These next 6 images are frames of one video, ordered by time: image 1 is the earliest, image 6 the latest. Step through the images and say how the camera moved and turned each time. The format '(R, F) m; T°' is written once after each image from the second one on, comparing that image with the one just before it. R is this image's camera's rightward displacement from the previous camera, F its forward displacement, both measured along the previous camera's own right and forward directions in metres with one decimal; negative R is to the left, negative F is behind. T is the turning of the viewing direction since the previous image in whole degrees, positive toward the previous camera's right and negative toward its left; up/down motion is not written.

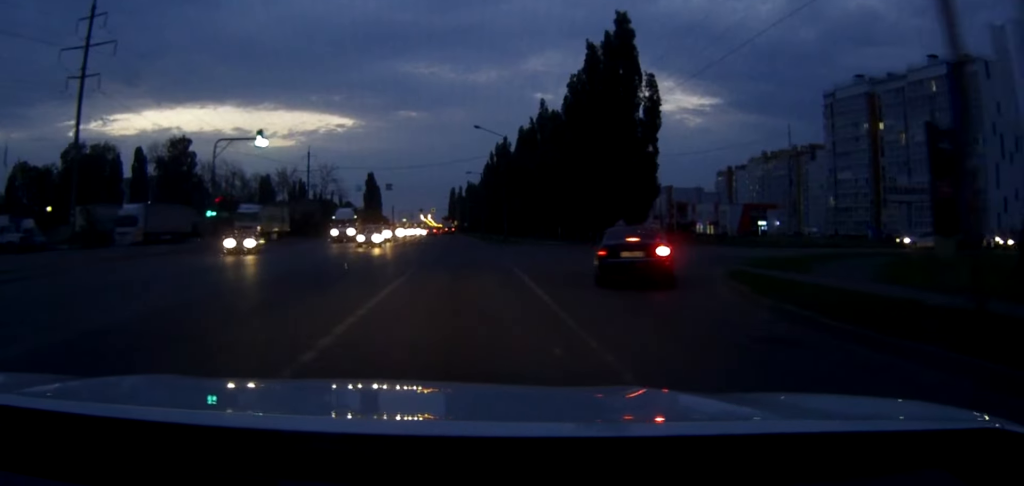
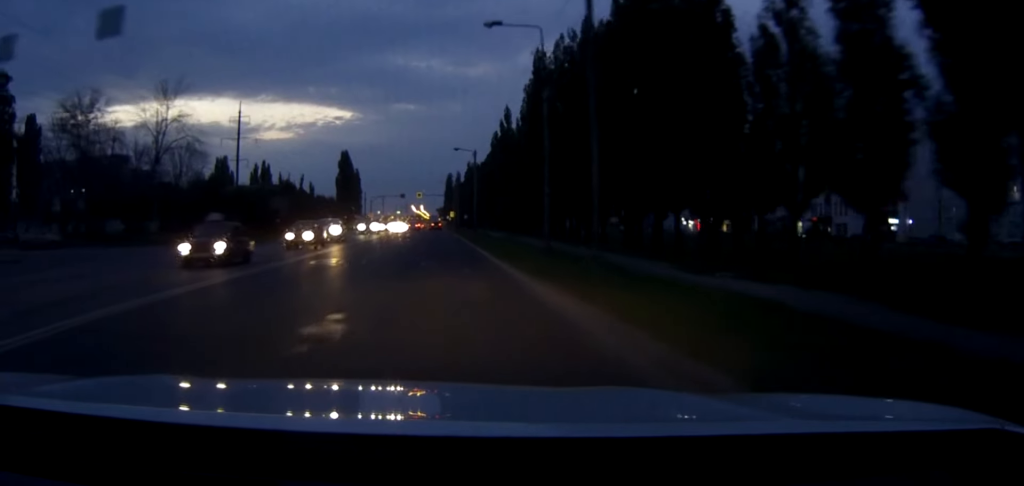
(-0.1, +64.4) m; -1°
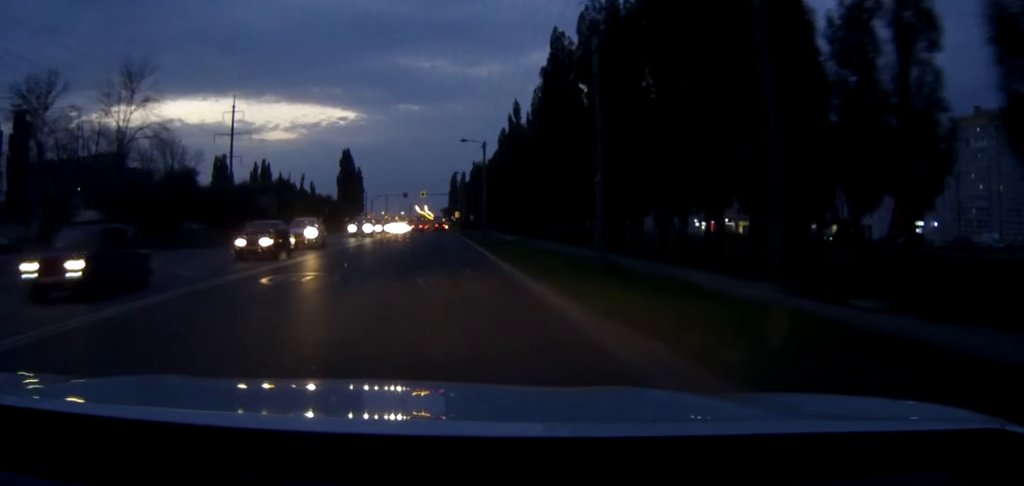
(0.0, +7.3) m; 0°
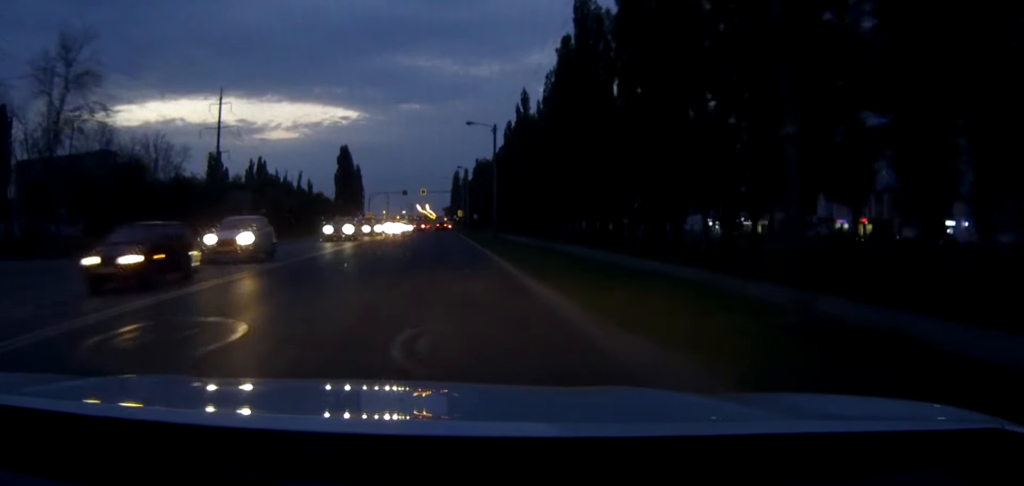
(0.0, +9.3) m; 0°
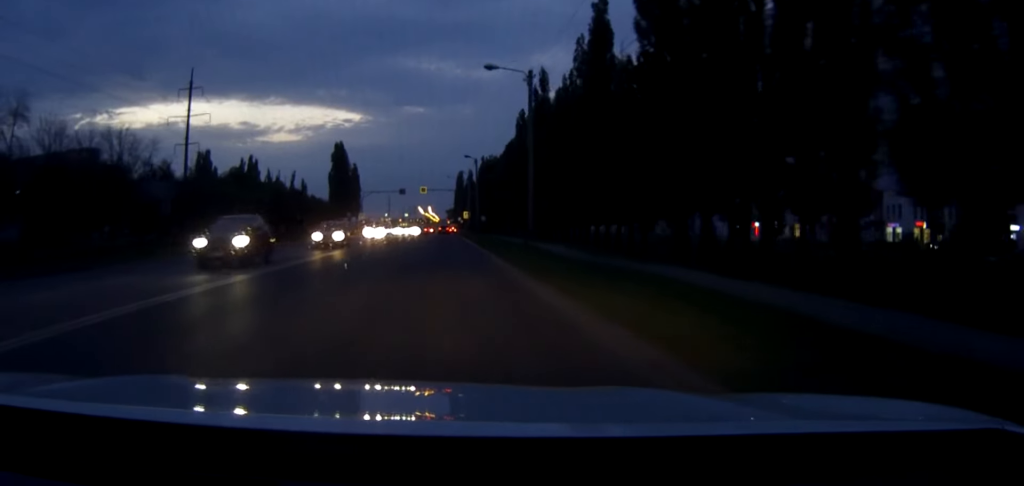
(0.0, +17.0) m; 0°
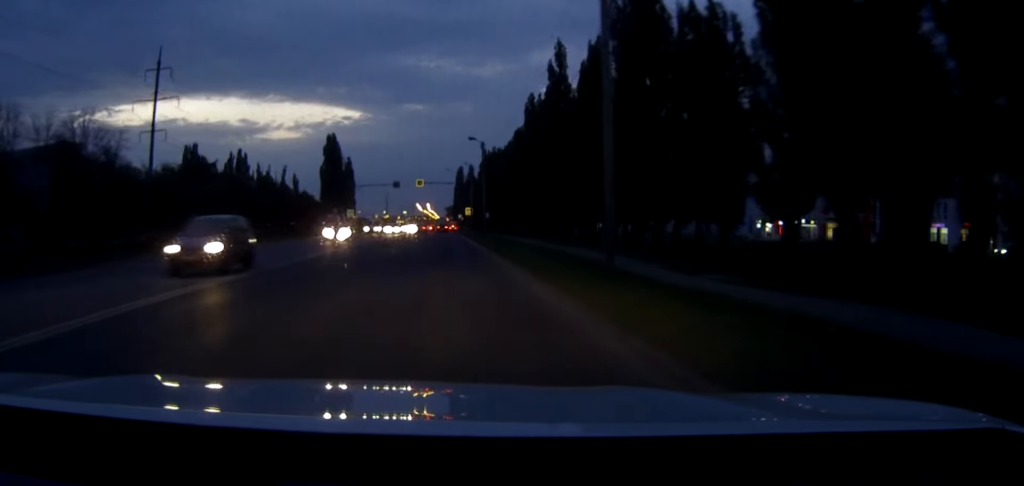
(0.0, +13.2) m; 0°
